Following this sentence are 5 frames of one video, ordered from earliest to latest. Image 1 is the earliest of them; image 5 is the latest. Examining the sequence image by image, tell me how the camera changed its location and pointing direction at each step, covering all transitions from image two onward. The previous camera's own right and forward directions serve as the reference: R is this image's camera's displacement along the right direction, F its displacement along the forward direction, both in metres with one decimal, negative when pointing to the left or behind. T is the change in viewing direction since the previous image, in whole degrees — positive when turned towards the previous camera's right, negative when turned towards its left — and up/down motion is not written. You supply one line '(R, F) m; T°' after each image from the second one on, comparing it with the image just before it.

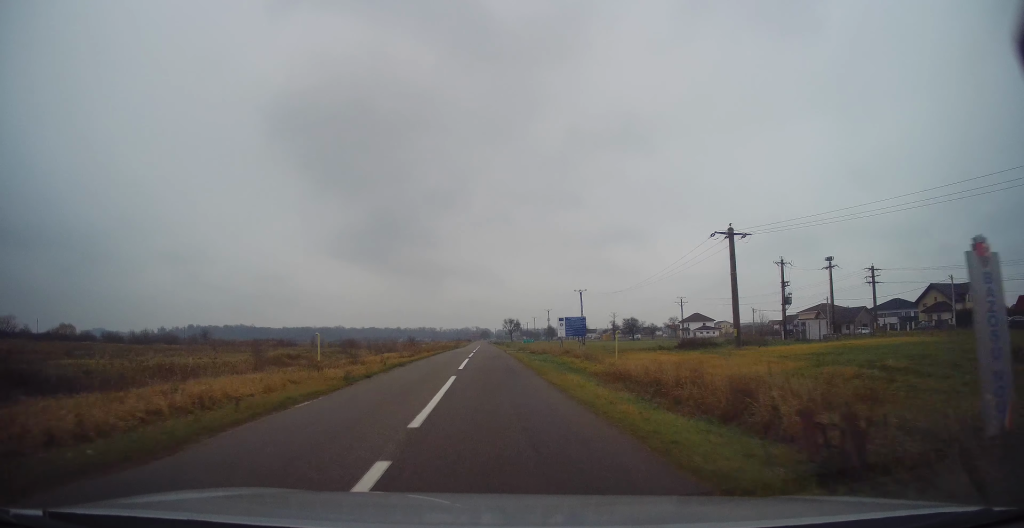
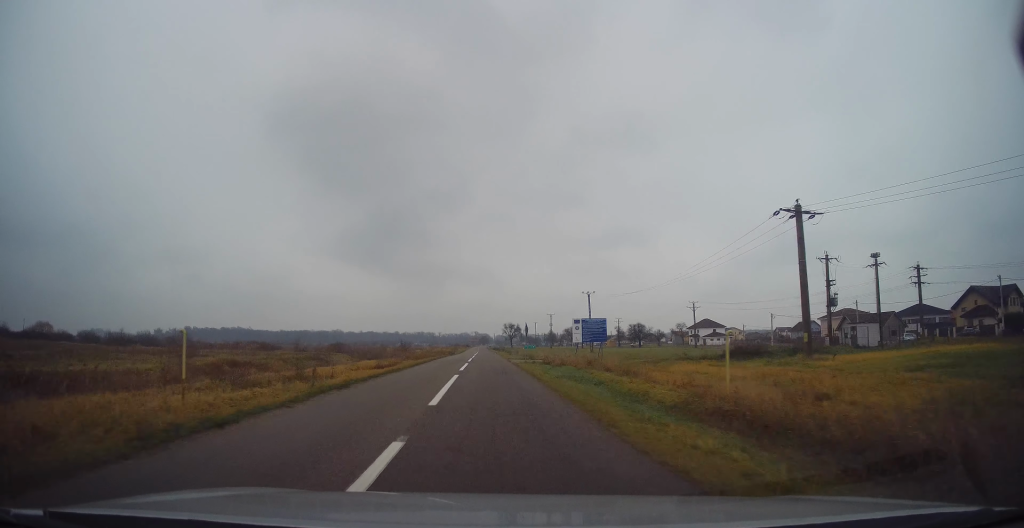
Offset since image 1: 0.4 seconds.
(0.0, +10.0) m; 0°
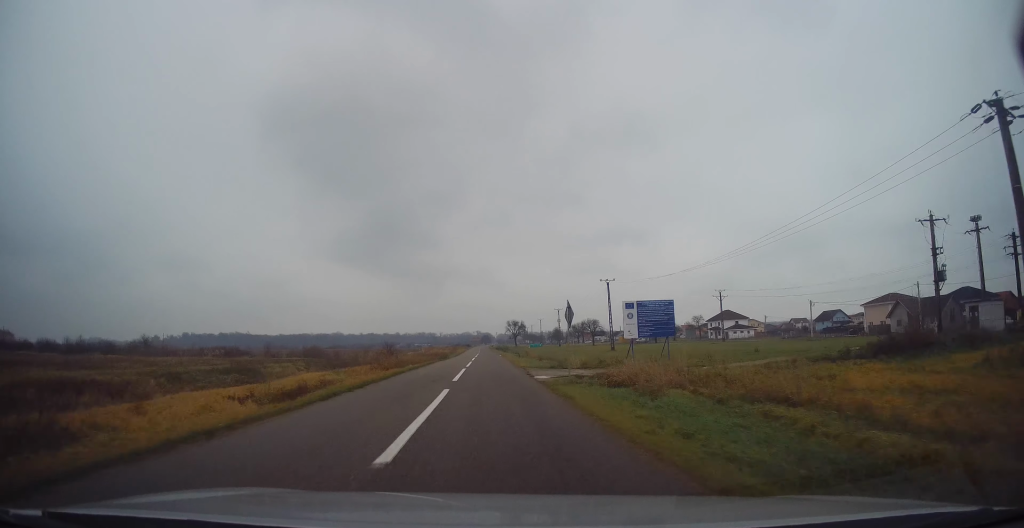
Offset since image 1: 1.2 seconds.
(0.0, +17.0) m; 0°
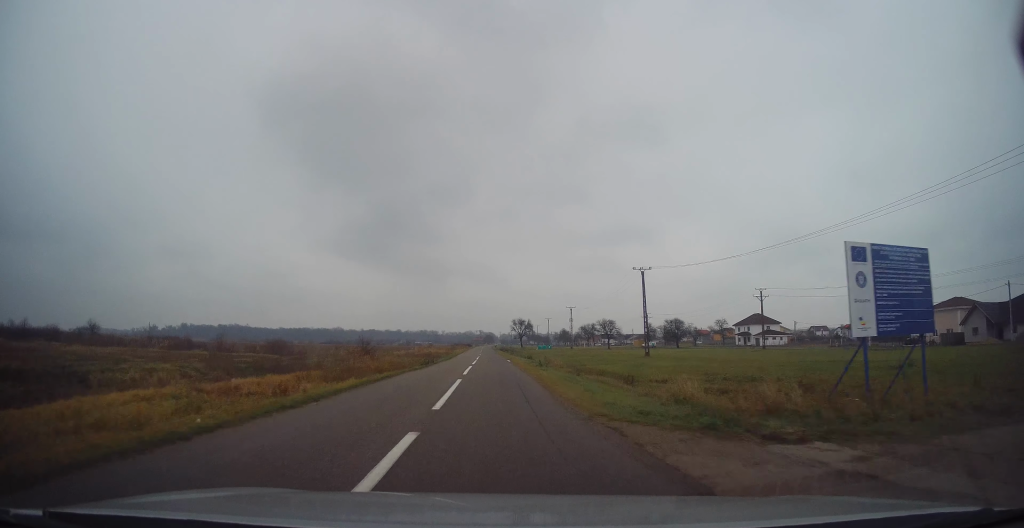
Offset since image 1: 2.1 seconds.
(0.0, +19.3) m; 0°
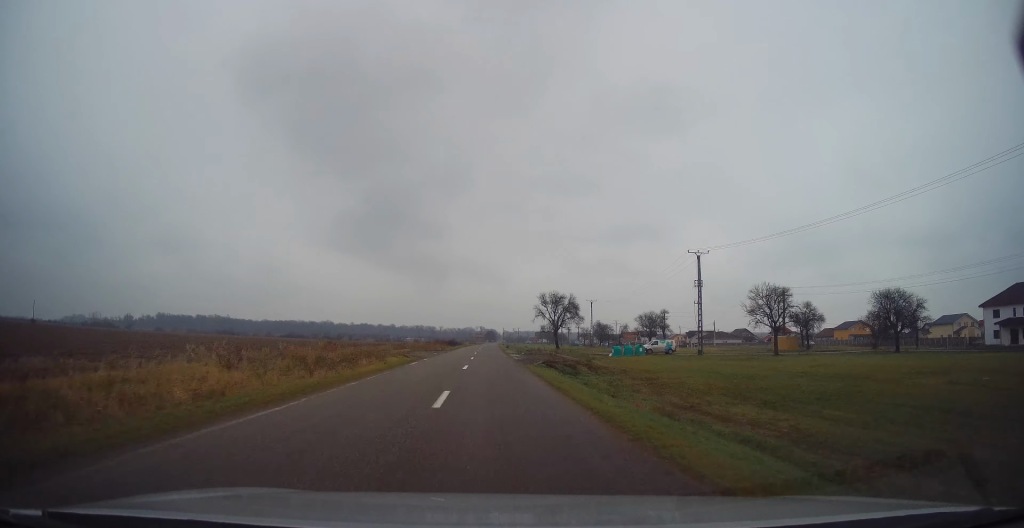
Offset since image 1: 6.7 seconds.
(+1.1, +96.0) m; 0°
